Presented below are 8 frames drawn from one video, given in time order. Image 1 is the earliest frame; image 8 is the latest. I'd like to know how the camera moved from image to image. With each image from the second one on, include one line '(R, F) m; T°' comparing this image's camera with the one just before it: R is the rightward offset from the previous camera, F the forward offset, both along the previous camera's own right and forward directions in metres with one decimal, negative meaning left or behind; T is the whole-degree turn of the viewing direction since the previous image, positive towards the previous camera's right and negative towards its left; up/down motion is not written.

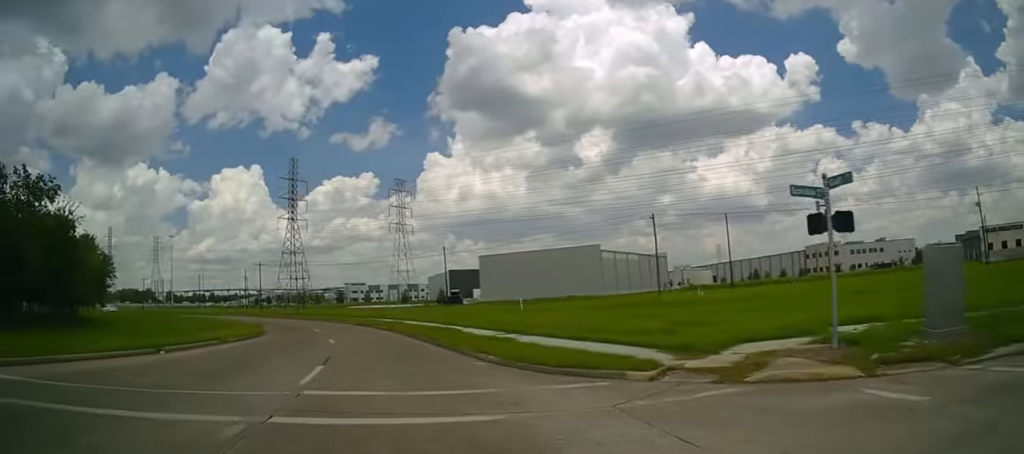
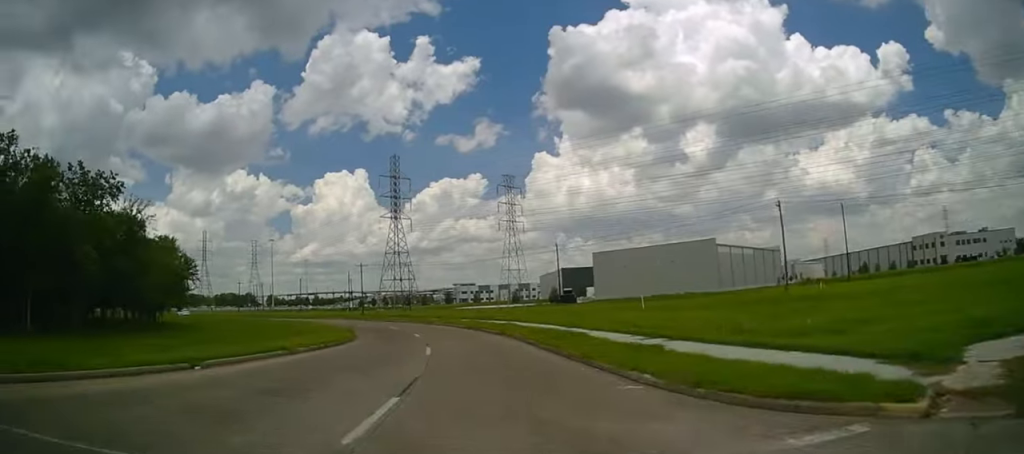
(-0.3, +4.3) m; -6°
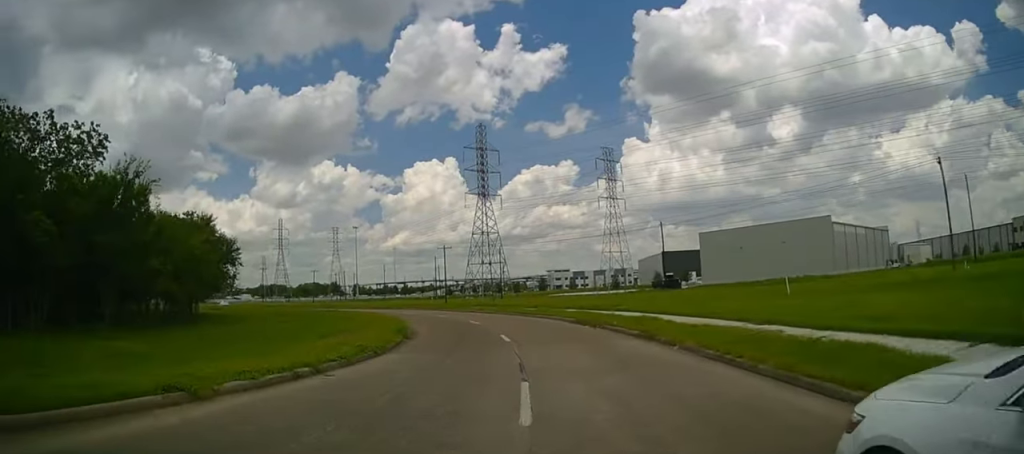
(-1.4, +11.5) m; -13°
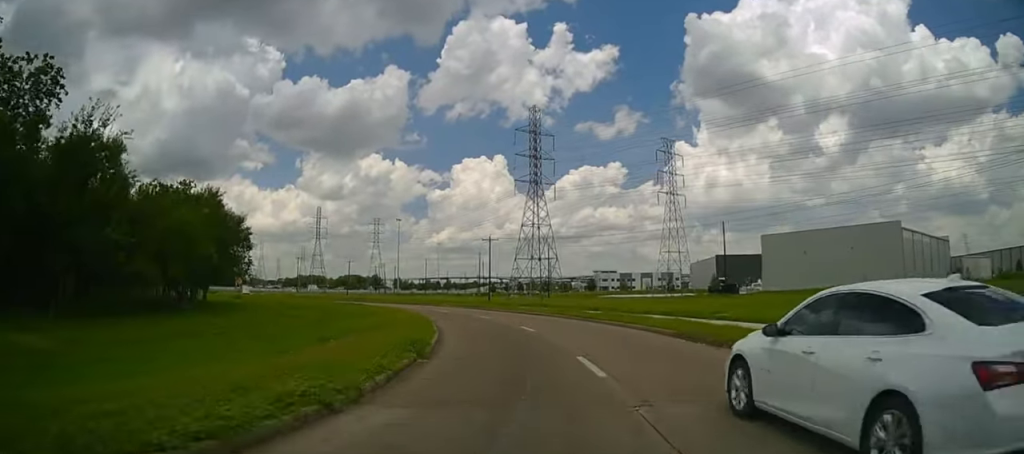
(-0.7, +8.7) m; -3°
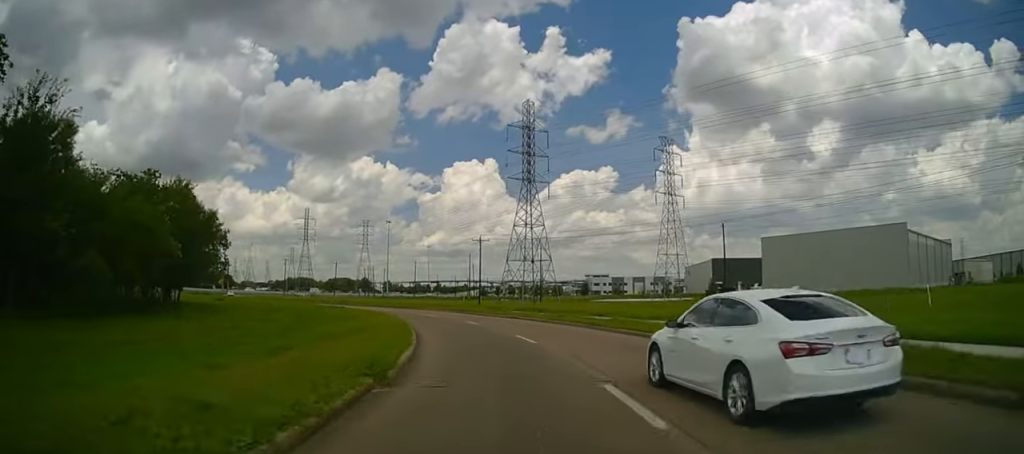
(+0.2, +3.7) m; +1°
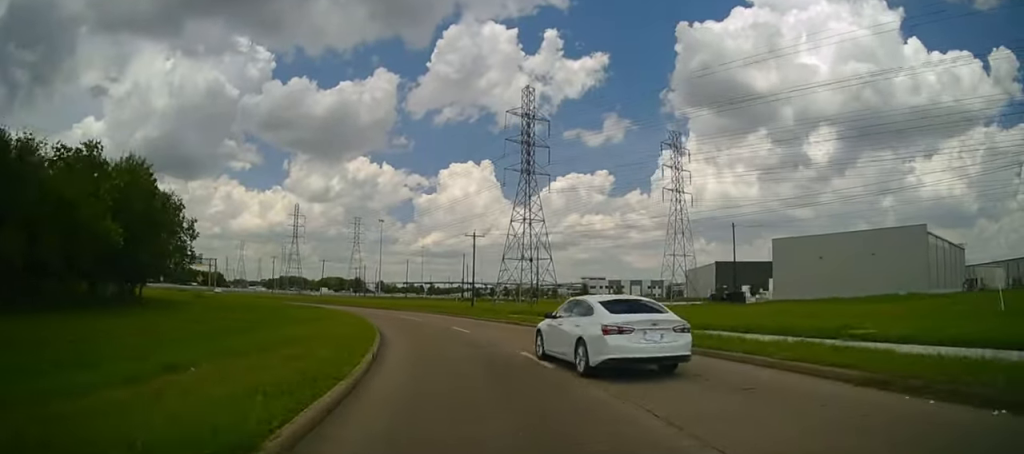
(0.0, +6.5) m; -1°
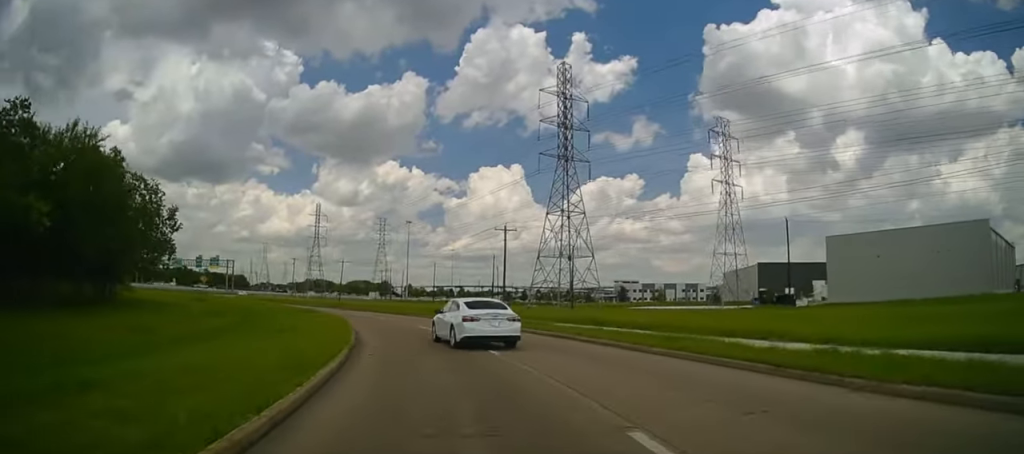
(-0.2, +9.0) m; -5°
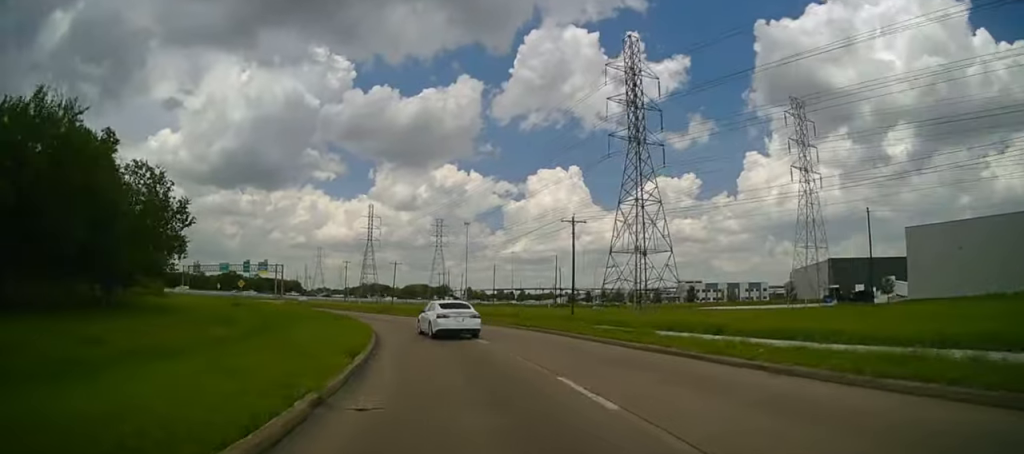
(0.0, +7.3) m; -6°
